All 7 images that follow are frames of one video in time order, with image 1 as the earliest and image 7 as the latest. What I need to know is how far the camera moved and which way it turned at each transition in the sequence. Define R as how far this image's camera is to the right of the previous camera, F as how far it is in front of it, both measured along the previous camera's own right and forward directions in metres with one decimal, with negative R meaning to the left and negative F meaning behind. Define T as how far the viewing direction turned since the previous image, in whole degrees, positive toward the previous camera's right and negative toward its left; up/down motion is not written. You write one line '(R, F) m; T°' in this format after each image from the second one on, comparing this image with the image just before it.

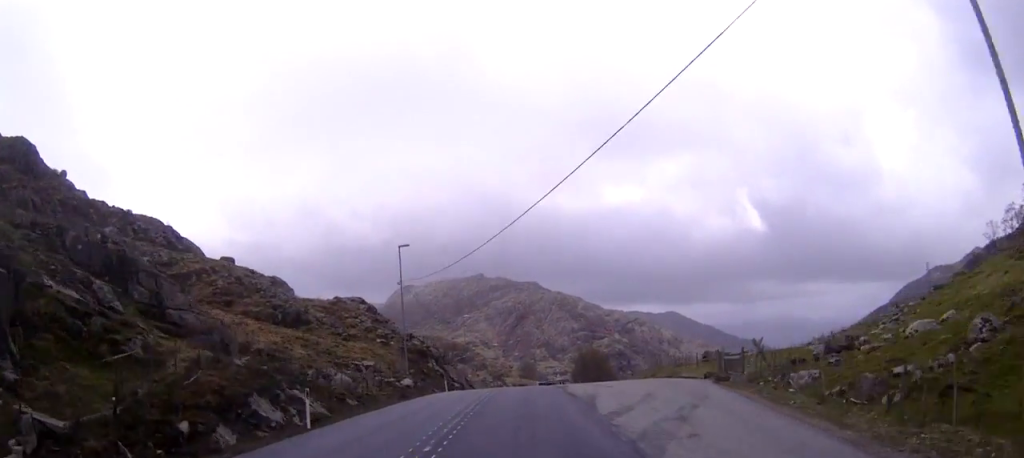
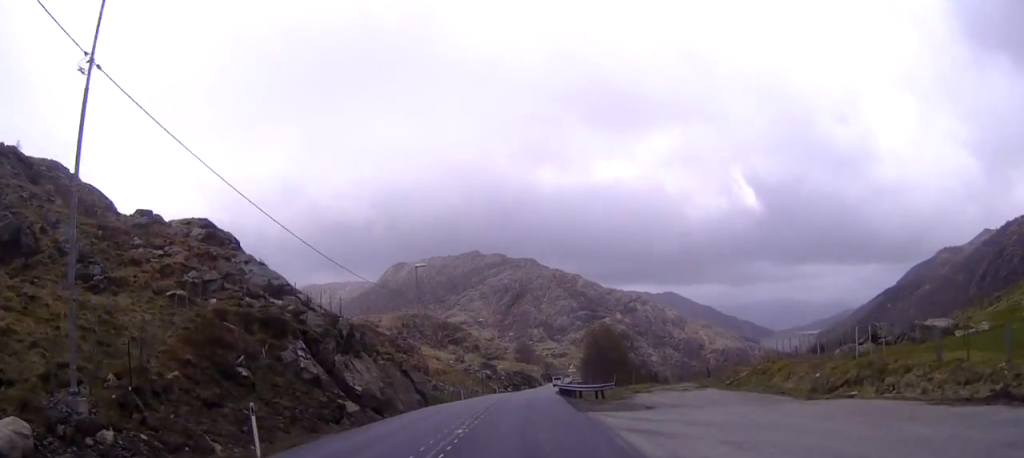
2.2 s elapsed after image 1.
(+0.2, +41.8) m; 0°
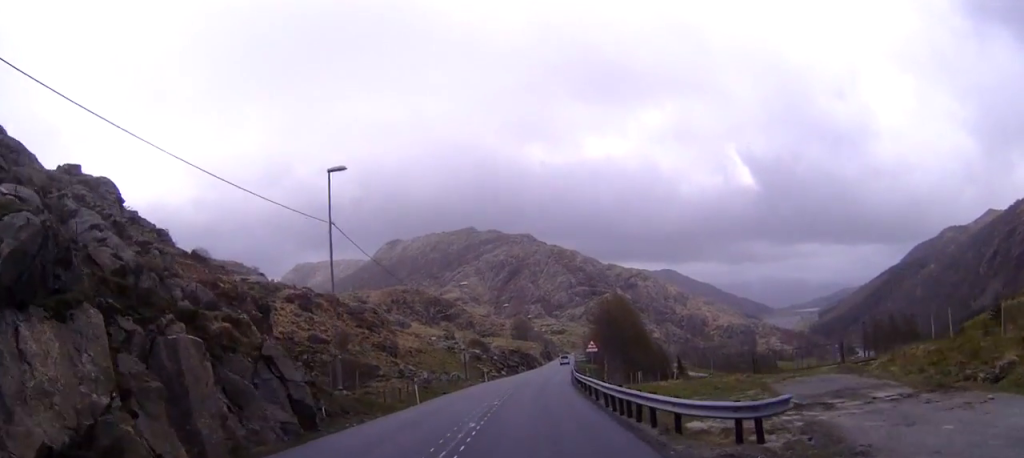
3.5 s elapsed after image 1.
(-0.3, +25.8) m; 0°
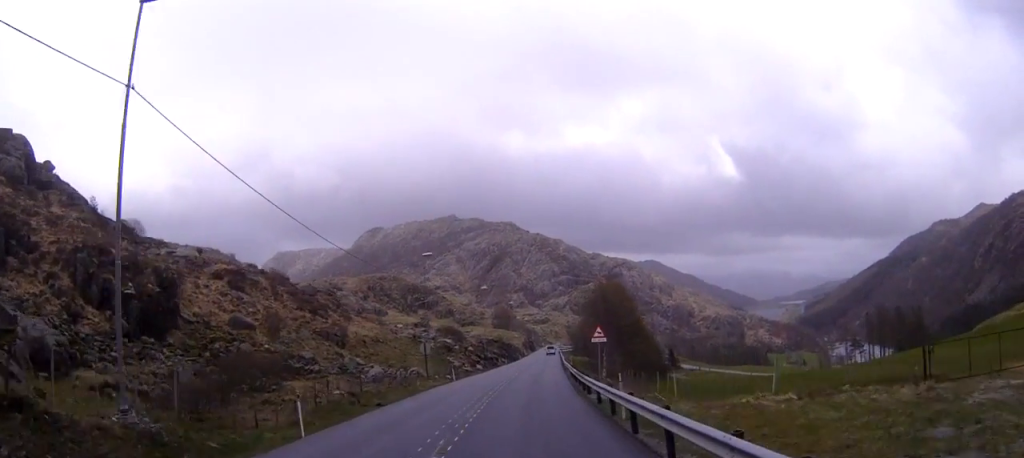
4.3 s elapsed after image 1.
(+0.4, +16.9) m; +2°
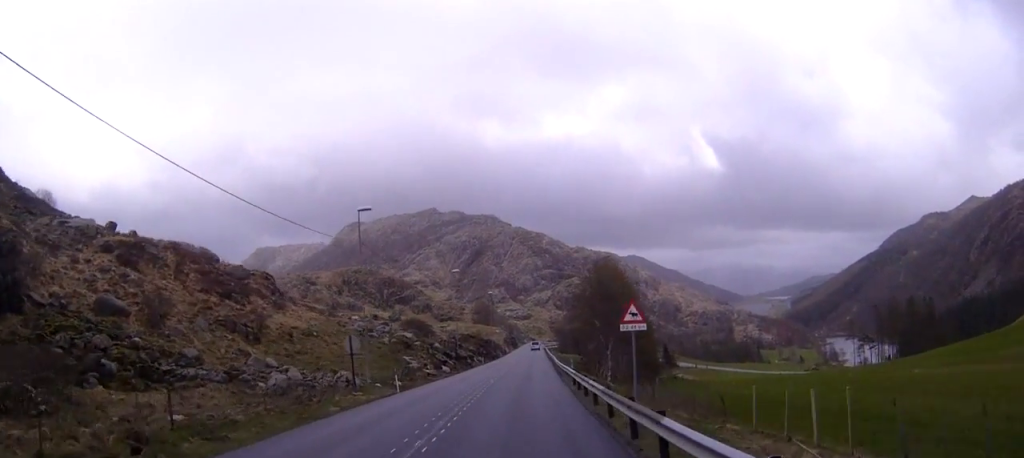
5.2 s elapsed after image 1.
(+0.2, +18.4) m; +1°
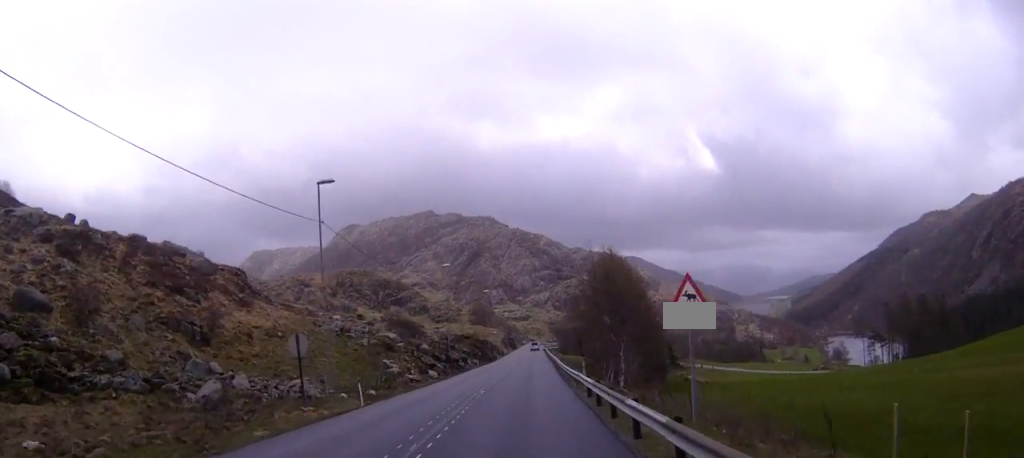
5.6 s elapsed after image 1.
(0.0, +8.2) m; 0°
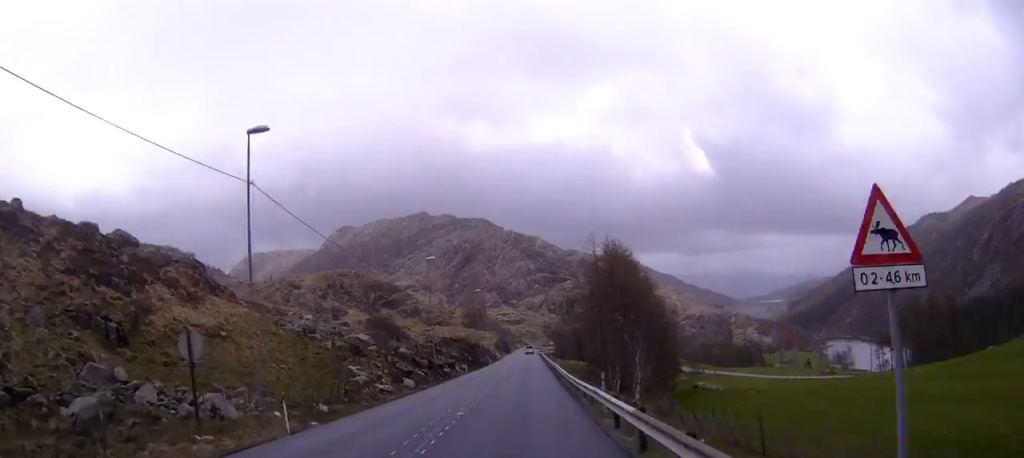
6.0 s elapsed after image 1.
(0.0, +9.0) m; 0°
